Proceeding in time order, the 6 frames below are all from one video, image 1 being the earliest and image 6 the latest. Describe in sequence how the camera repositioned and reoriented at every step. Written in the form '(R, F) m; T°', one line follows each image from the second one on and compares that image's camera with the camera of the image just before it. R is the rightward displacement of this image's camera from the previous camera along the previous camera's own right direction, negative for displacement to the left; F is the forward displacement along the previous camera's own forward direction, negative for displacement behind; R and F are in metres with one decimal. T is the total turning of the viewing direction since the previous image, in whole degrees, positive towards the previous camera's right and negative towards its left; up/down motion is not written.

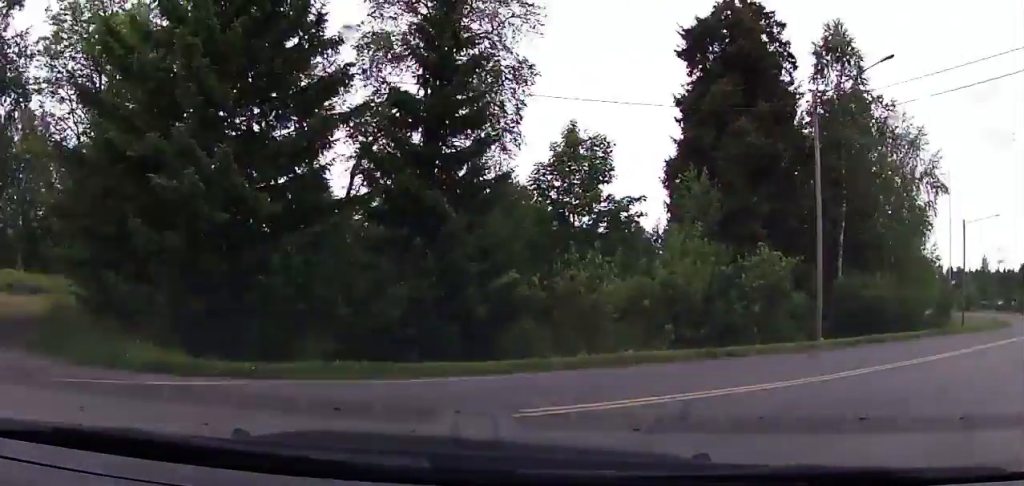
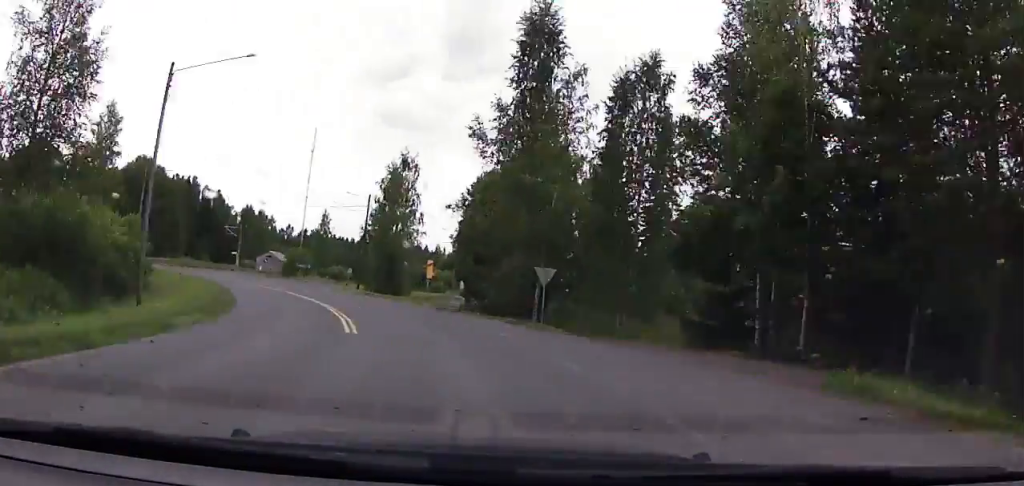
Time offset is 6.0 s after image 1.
(+28.9, +44.5) m; +19°
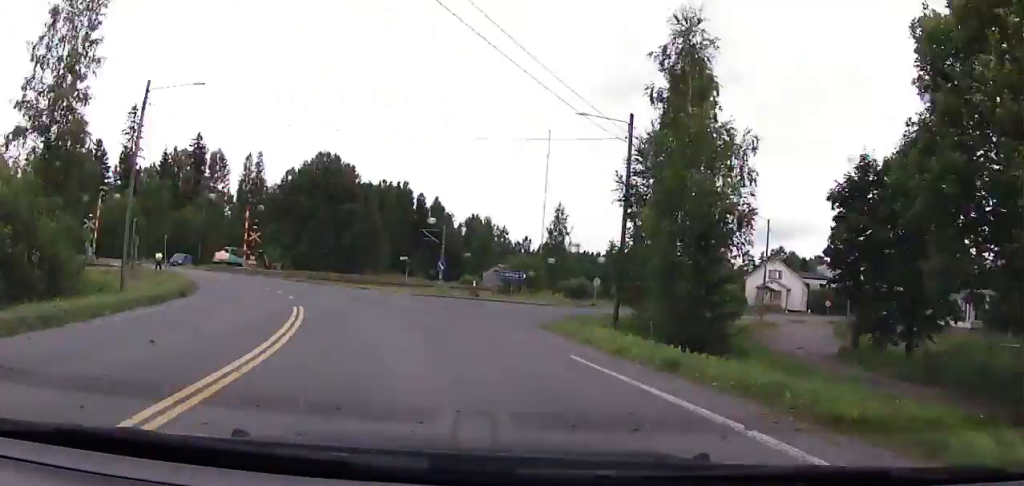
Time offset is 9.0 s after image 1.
(-2.6, +28.1) m; -20°
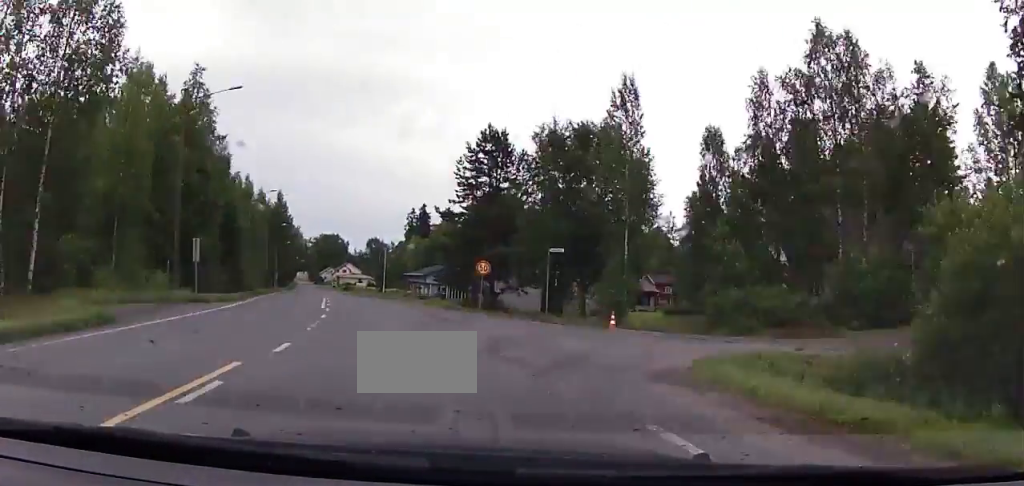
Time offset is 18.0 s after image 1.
(-45.2, +74.2) m; -54°
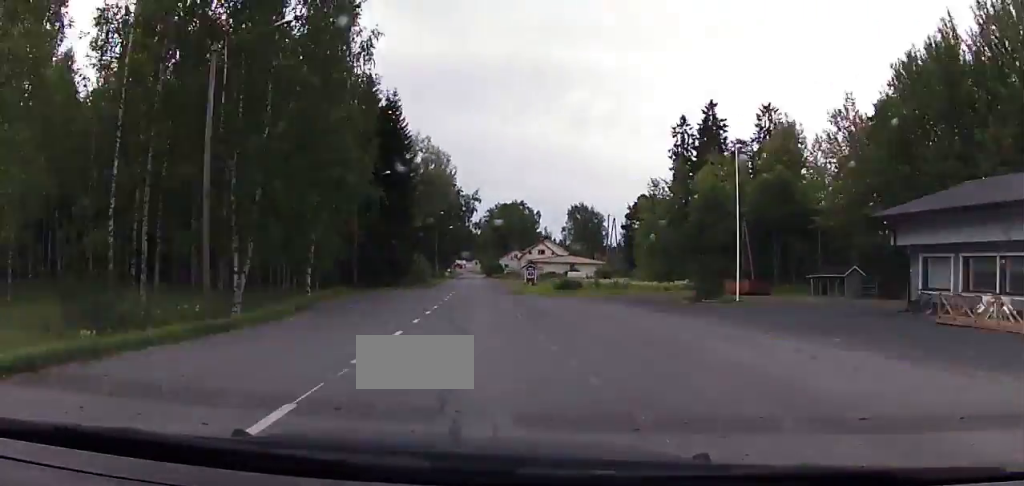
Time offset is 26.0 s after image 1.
(-18.4, +102.3) m; -11°
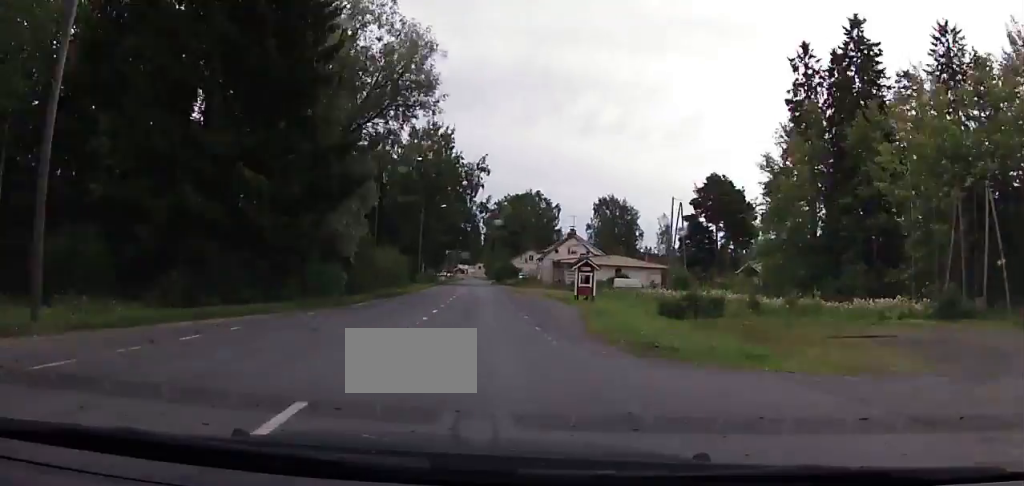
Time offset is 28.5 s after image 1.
(-0.2, +34.5) m; 0°
